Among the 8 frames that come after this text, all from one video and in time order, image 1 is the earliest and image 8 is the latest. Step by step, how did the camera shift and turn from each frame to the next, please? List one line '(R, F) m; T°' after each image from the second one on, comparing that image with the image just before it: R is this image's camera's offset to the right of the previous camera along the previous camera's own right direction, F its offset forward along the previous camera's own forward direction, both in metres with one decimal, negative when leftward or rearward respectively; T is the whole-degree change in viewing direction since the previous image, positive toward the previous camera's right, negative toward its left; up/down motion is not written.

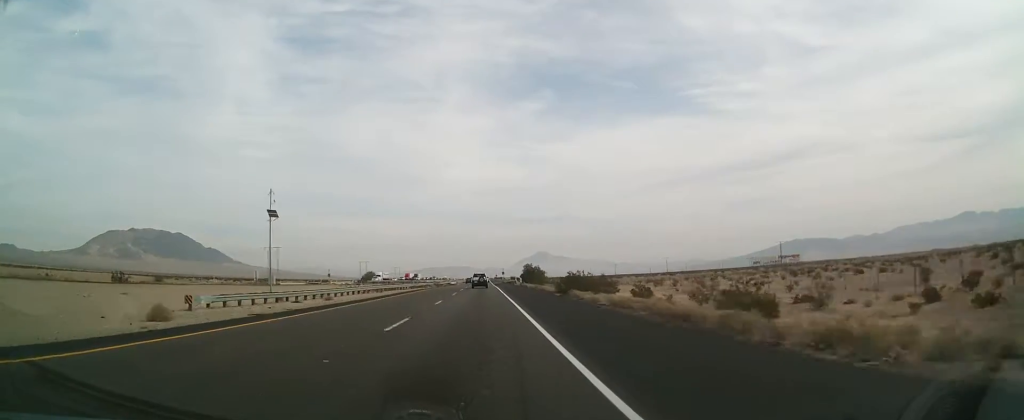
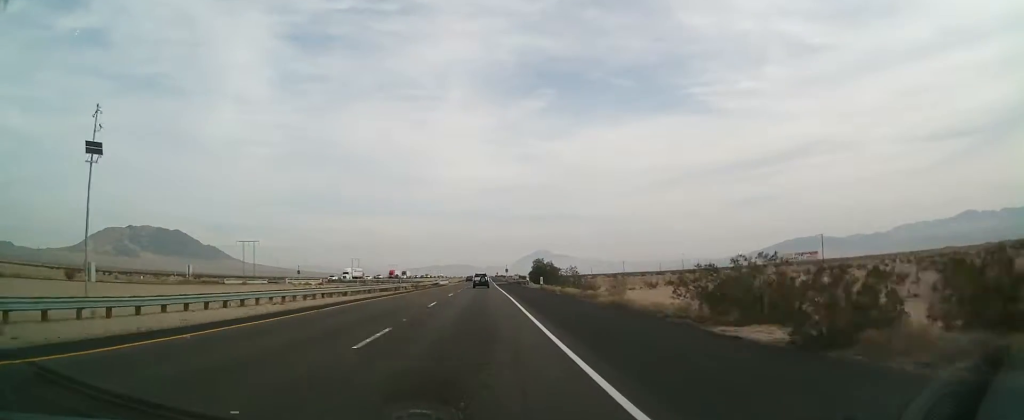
(-0.1, +32.8) m; 0°
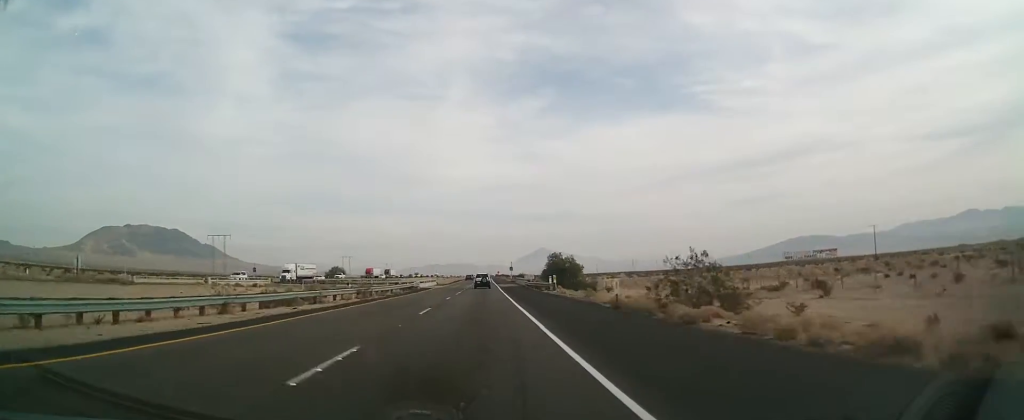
(-0.2, +32.8) m; 0°
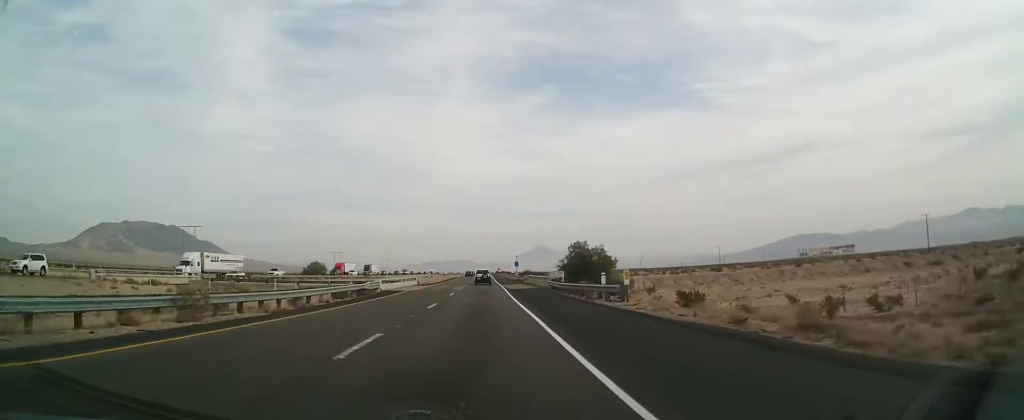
(+0.1, +26.9) m; +1°
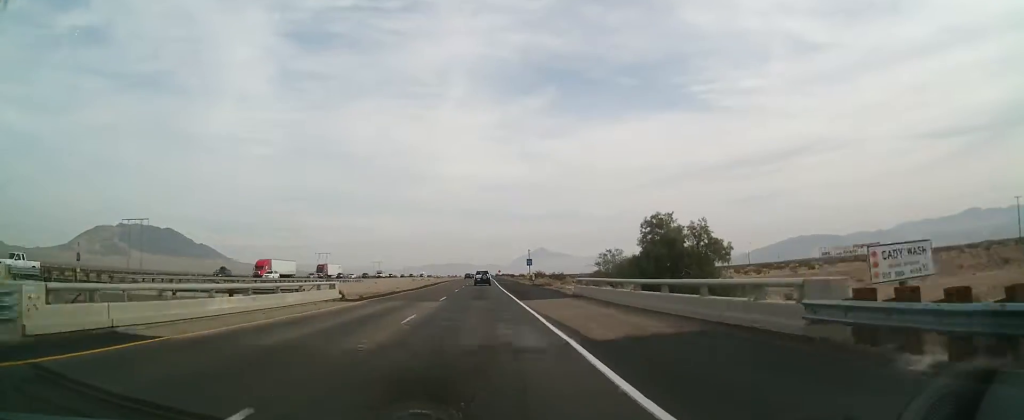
(+0.3, +37.3) m; 0°
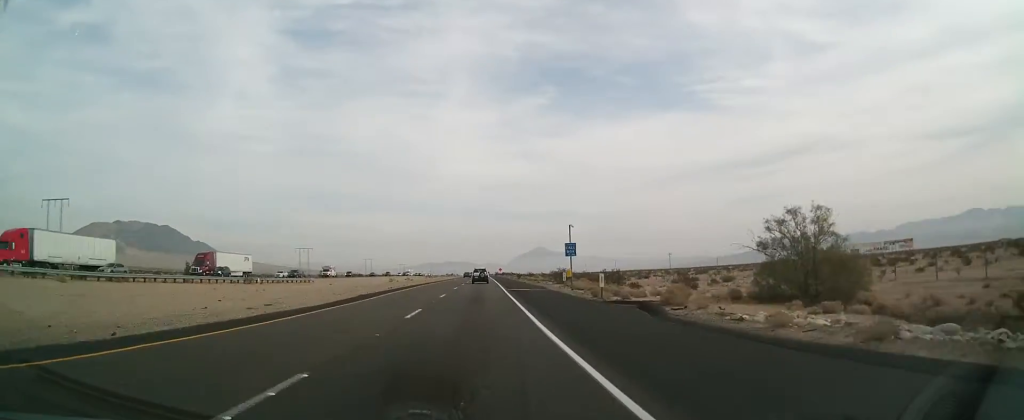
(-0.2, +41.6) m; 0°
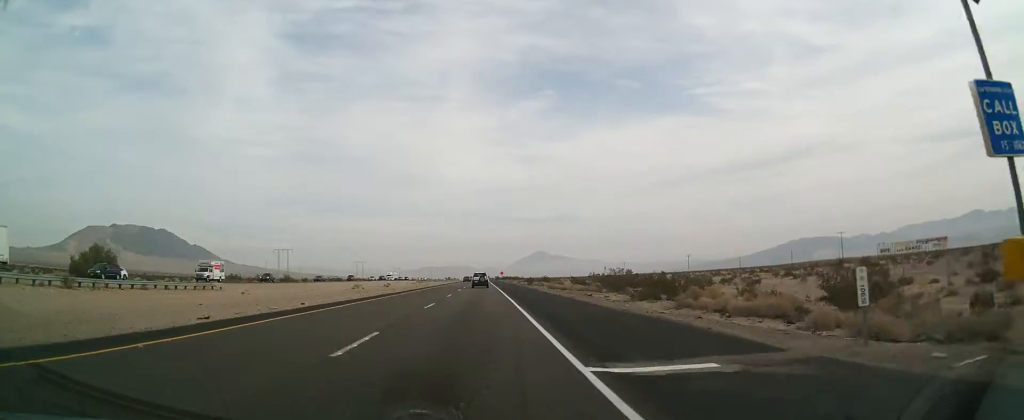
(+0.2, +37.8) m; 0°
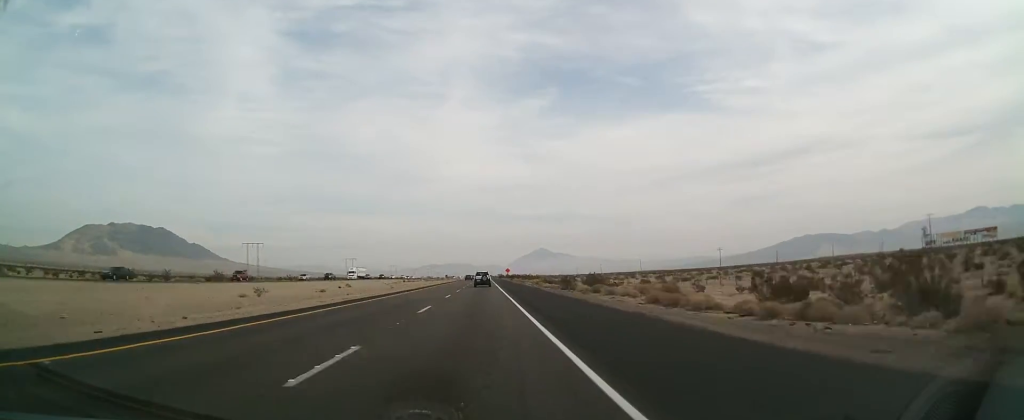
(0.0, +46.7) m; 0°
